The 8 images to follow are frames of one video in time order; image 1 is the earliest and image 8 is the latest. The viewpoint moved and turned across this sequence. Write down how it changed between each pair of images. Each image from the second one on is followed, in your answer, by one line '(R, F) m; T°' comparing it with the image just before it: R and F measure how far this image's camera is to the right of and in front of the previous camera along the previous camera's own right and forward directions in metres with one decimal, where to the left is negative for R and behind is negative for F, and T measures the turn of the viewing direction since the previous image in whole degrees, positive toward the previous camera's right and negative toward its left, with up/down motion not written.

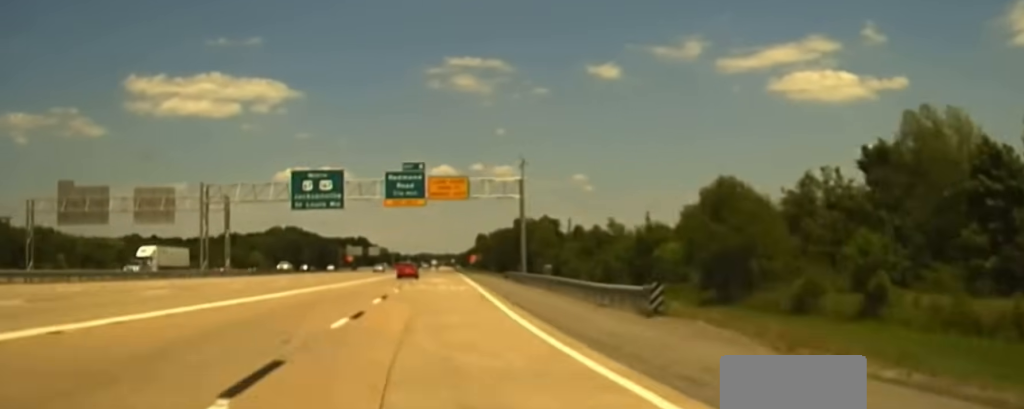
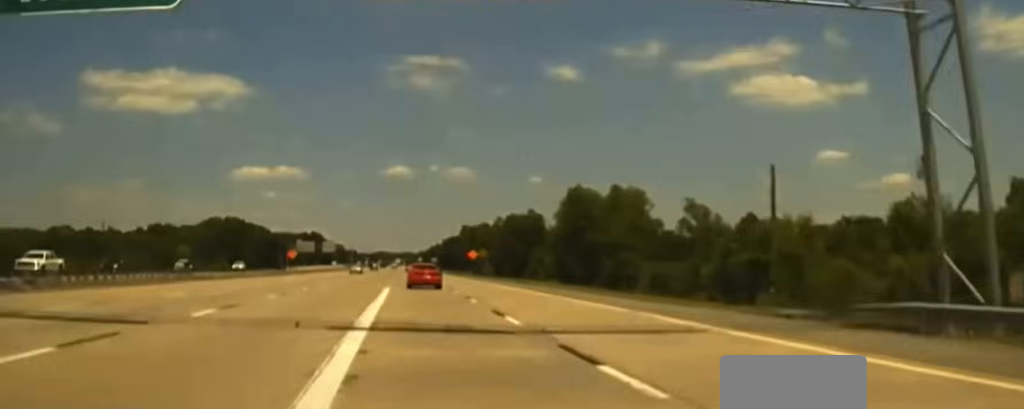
(+2.2, +69.1) m; +3°
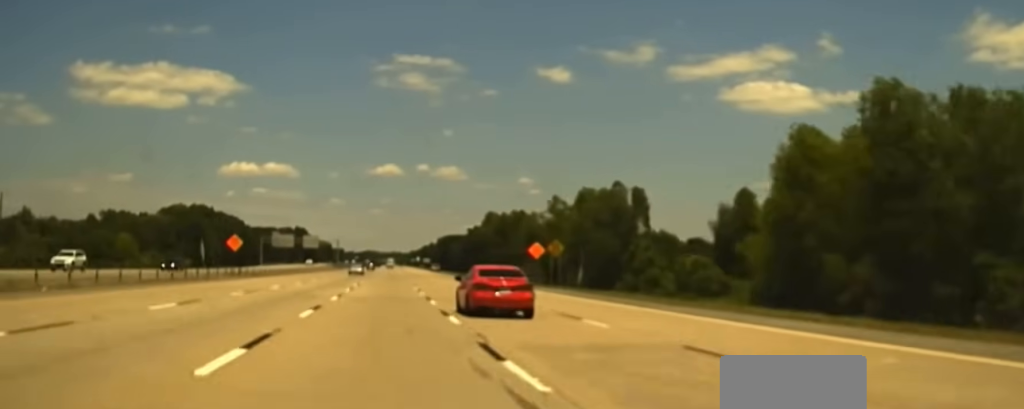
(0.0, +59.2) m; 0°
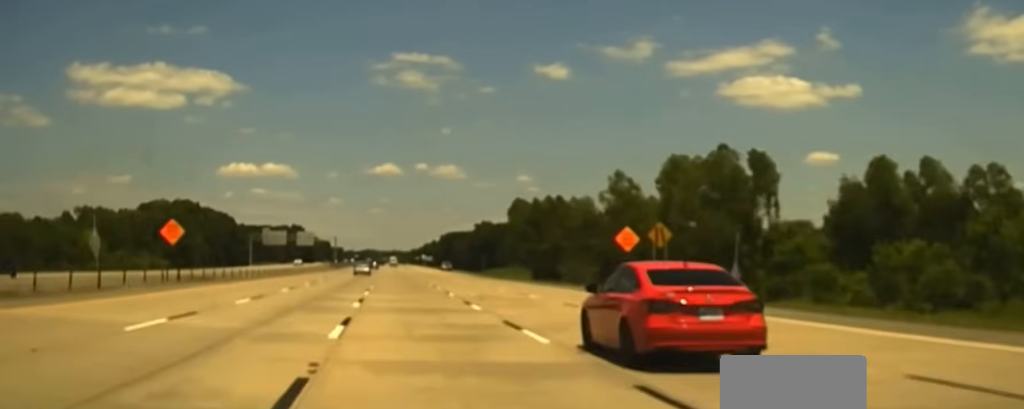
(-0.1, +31.2) m; 0°
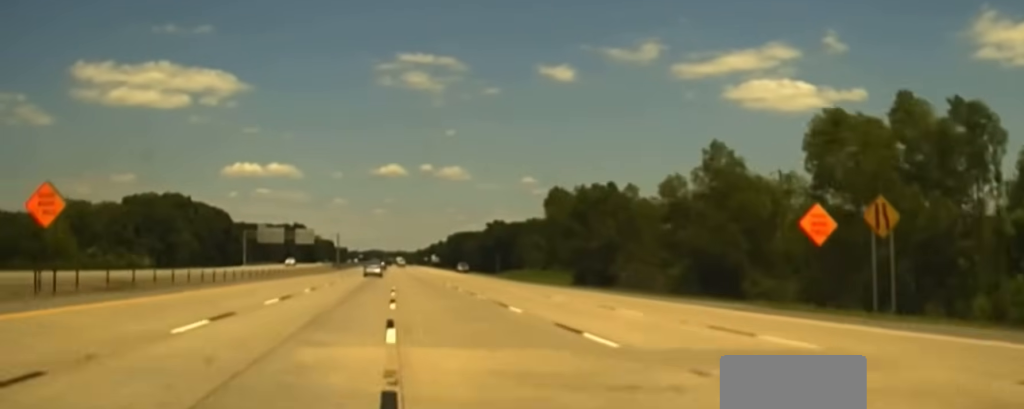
(0.0, +24.9) m; 0°
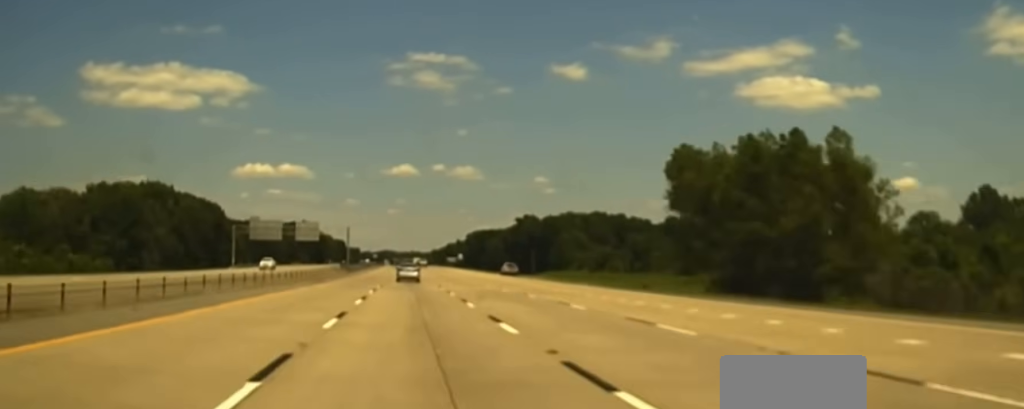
(0.0, +44.9) m; 0°
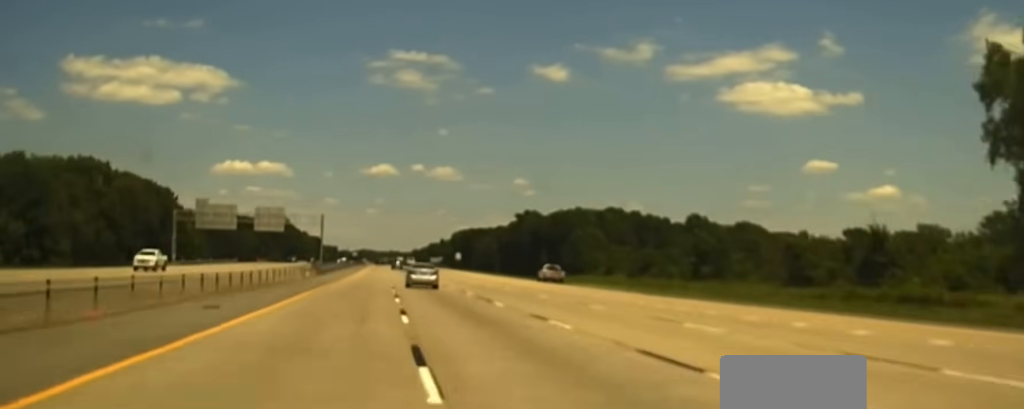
(+0.1, +46.7) m; +1°
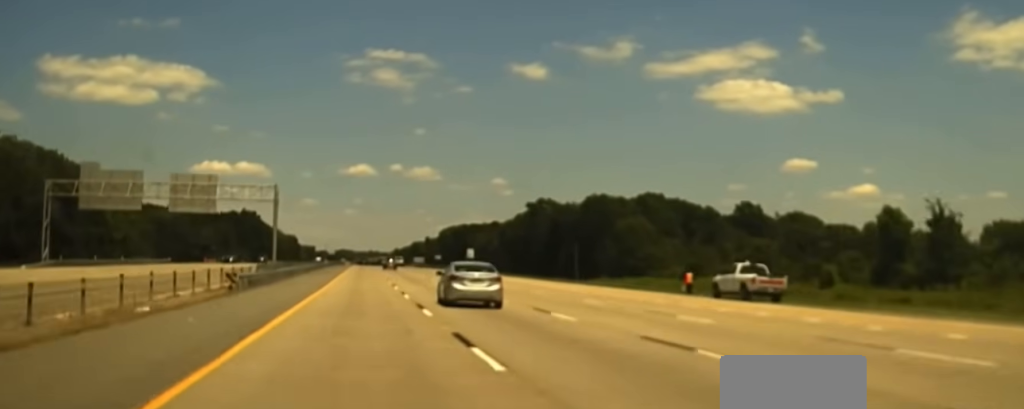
(+0.6, +58.5) m; +1°
